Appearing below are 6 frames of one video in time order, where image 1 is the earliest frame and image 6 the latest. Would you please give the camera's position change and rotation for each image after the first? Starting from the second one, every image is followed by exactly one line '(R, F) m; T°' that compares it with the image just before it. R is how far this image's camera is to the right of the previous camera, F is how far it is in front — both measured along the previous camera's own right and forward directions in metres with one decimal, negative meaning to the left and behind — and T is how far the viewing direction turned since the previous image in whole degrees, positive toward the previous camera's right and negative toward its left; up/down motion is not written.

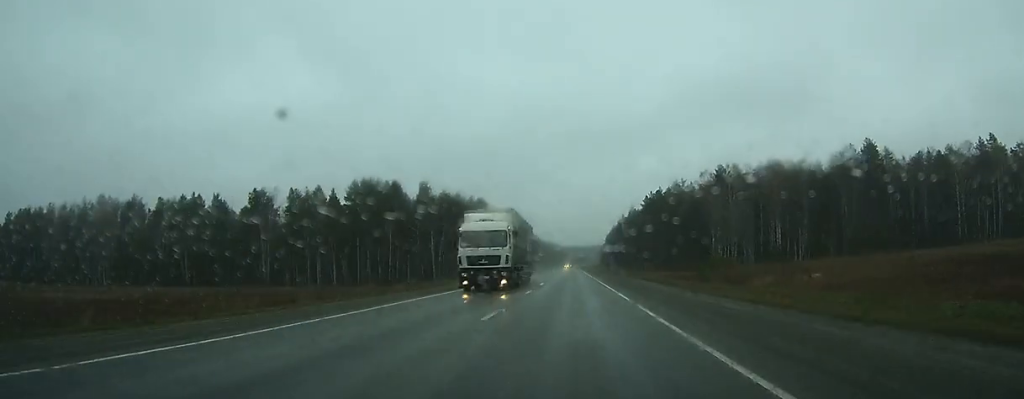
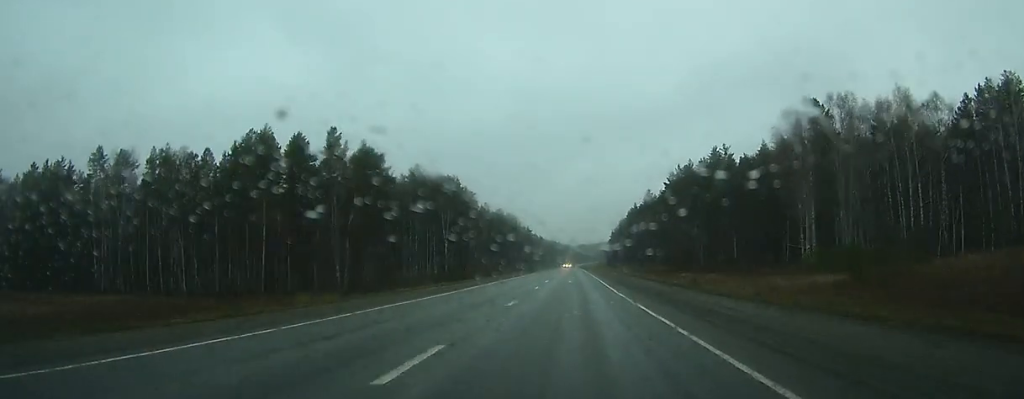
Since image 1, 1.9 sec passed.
(-0.2, +53.1) m; 0°
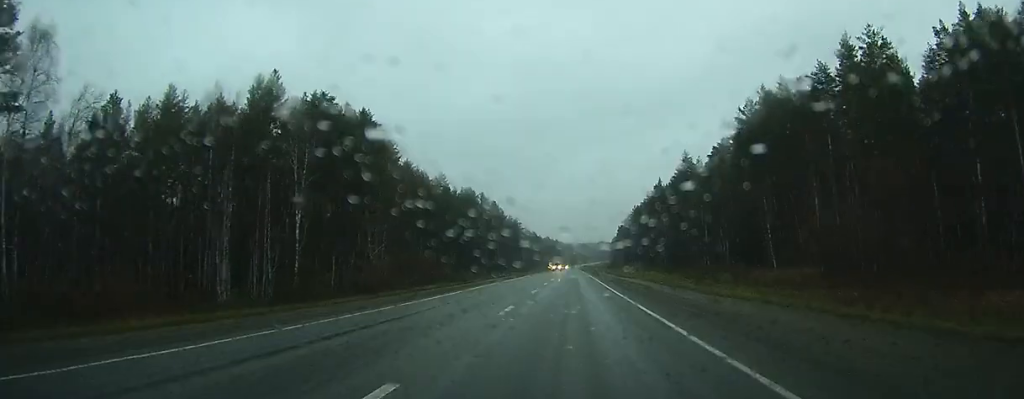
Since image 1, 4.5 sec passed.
(0.0, +78.6) m; 0°
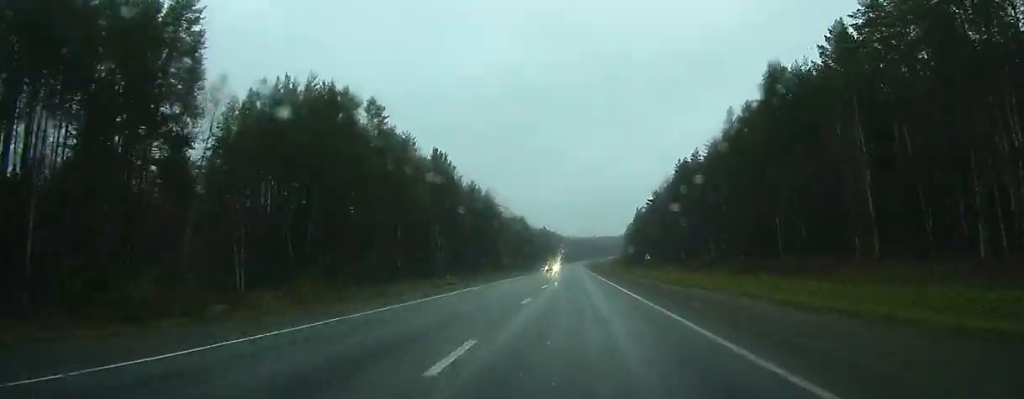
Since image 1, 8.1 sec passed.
(-0.3, +108.9) m; 0°
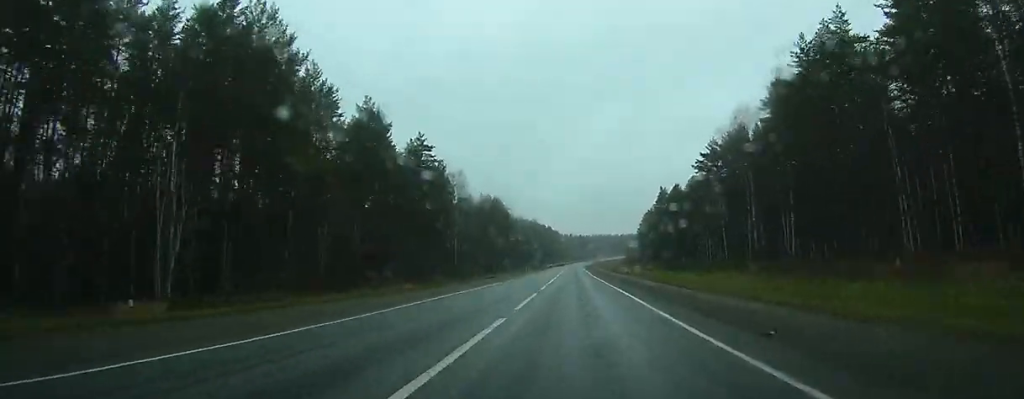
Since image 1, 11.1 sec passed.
(-0.3, +86.7) m; 0°
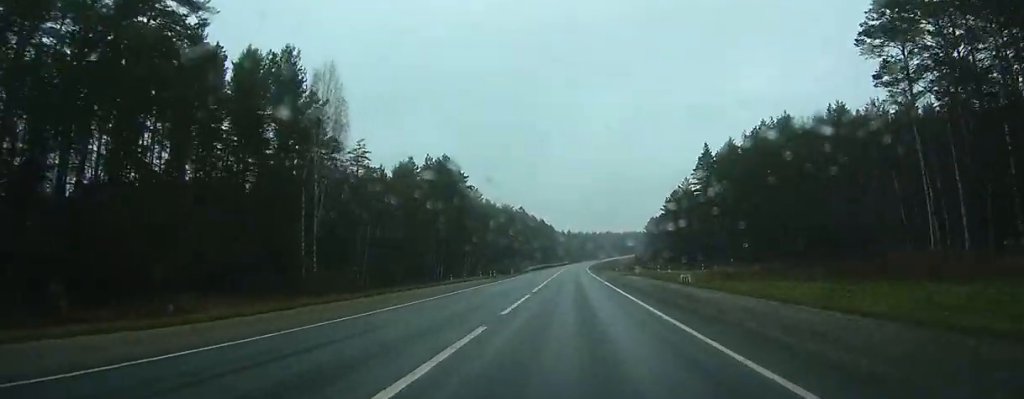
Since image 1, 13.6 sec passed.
(+0.2, +74.2) m; 0°
